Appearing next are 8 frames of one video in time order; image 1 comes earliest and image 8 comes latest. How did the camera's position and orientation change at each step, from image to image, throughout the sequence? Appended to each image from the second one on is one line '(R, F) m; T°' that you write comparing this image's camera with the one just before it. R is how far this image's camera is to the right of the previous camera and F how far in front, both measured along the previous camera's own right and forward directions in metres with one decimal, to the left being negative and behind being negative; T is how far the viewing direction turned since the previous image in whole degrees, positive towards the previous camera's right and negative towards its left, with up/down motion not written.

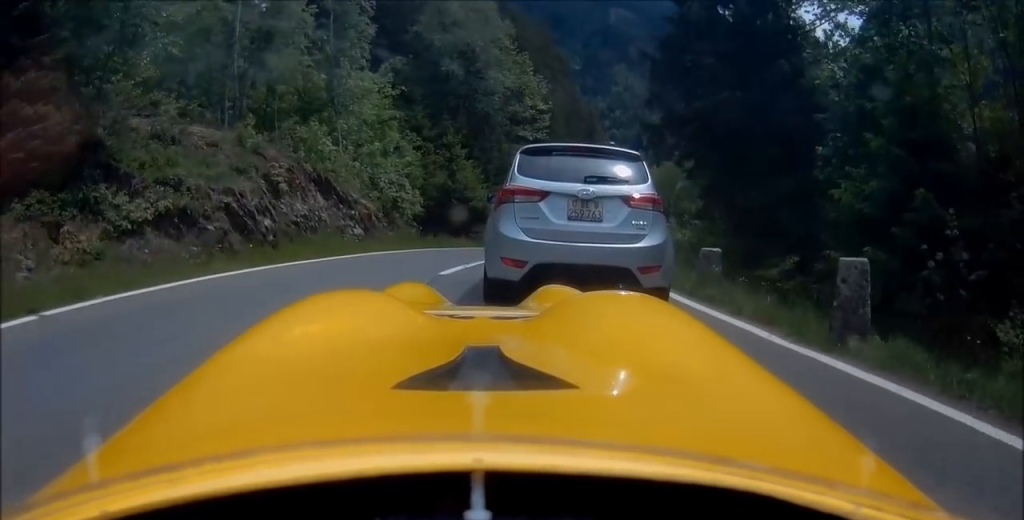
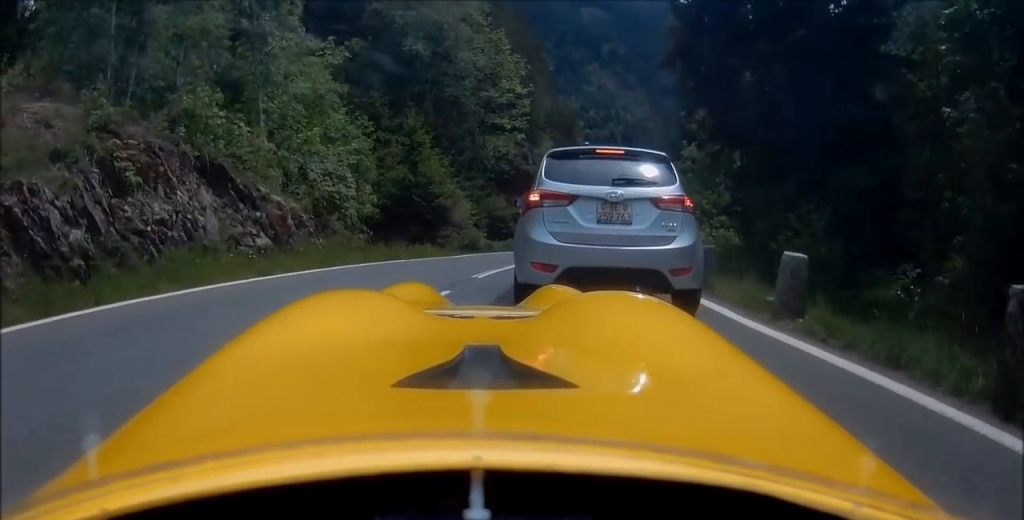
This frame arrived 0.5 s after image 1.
(-0.2, +6.3) m; +3°
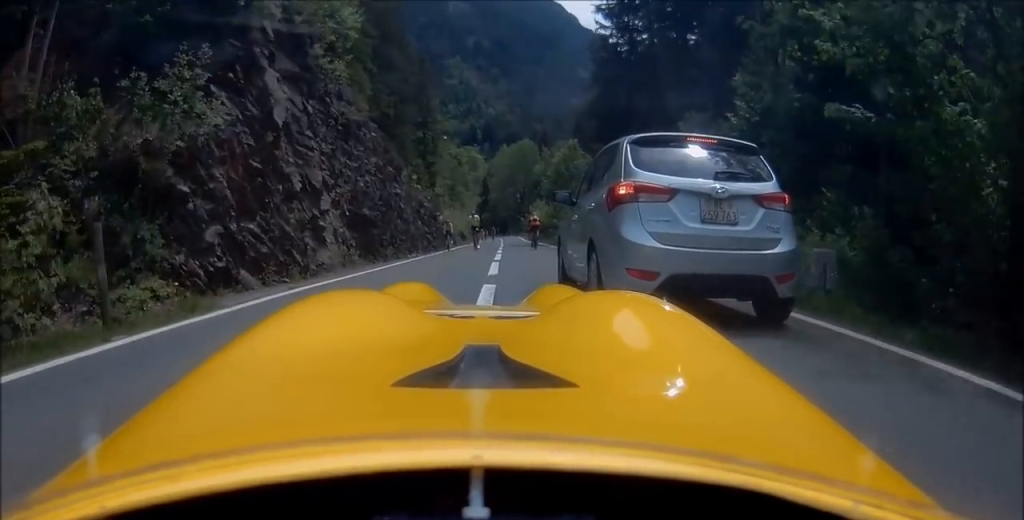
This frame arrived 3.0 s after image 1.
(+4.9, +30.8) m; +16°
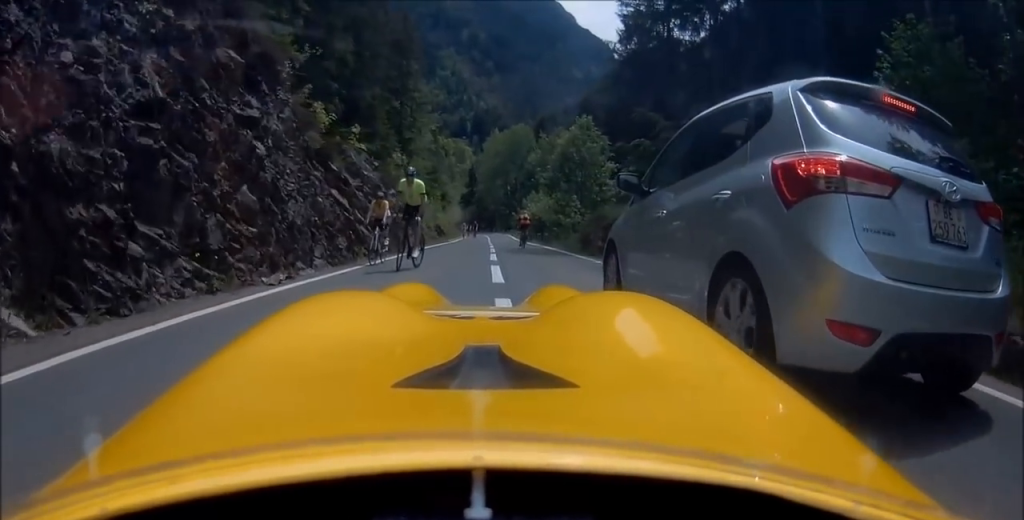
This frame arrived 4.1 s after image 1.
(+0.6, +13.8) m; +3°
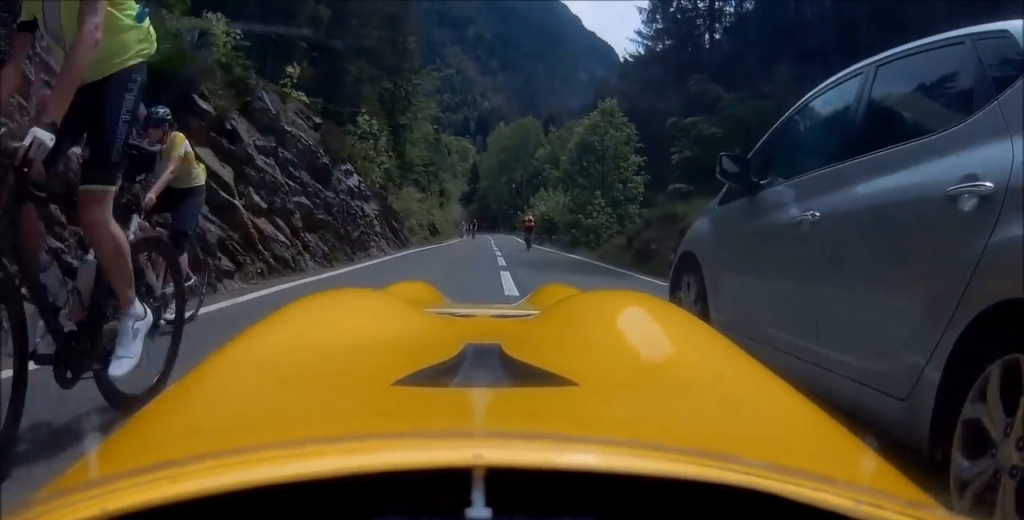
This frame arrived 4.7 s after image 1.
(0.0, +7.8) m; +1°
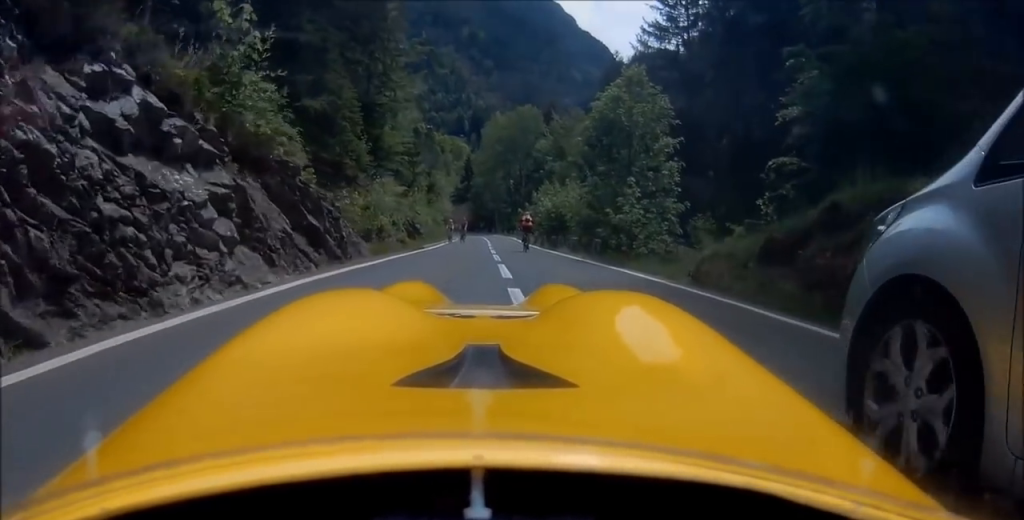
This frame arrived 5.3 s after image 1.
(+0.2, +9.4) m; -1°
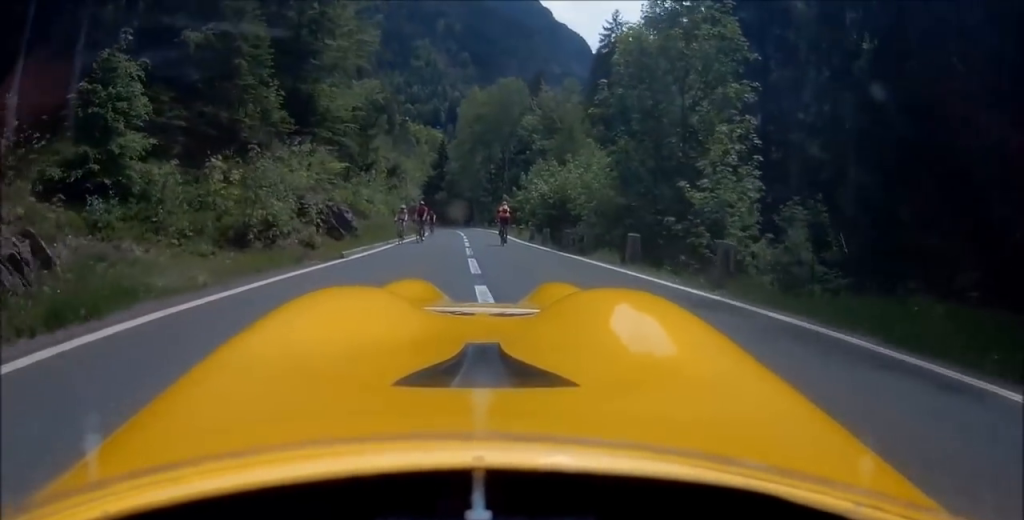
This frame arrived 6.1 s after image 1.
(-0.3, +12.5) m; -3°
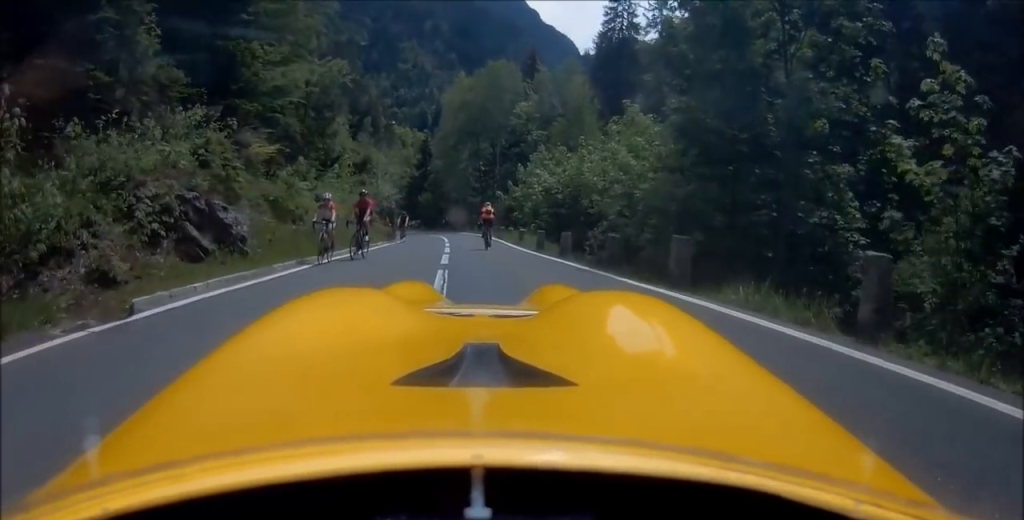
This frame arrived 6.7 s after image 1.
(-0.2, +8.8) m; -2°
